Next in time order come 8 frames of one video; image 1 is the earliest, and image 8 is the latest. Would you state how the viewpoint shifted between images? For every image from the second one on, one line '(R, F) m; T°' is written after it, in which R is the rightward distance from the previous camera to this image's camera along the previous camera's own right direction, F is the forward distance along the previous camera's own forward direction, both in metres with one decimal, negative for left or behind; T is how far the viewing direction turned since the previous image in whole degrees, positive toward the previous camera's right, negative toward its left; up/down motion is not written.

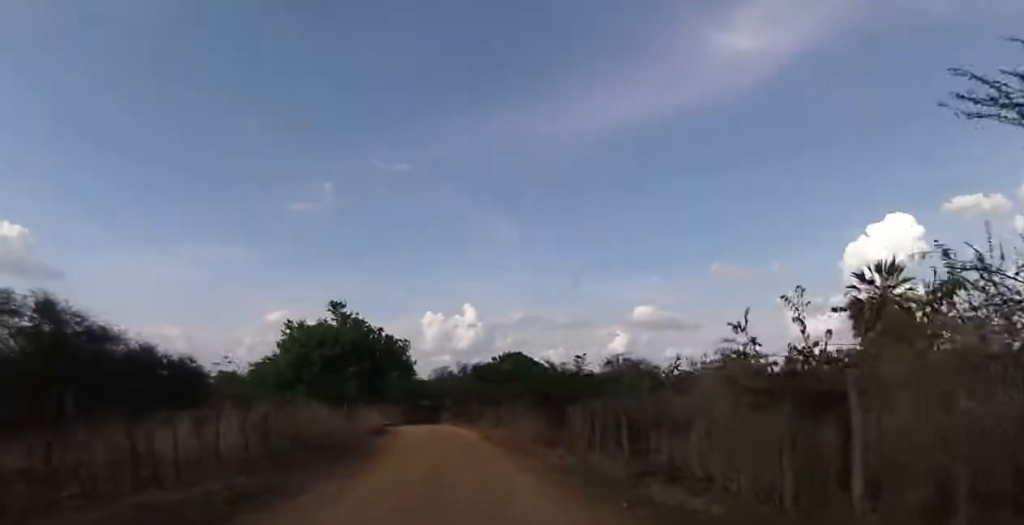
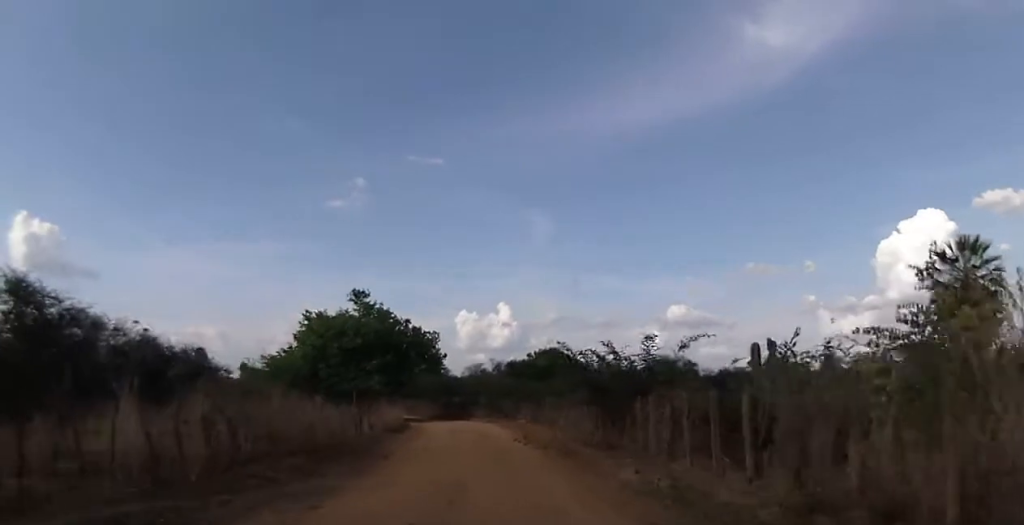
(+0.3, +4.7) m; +3°
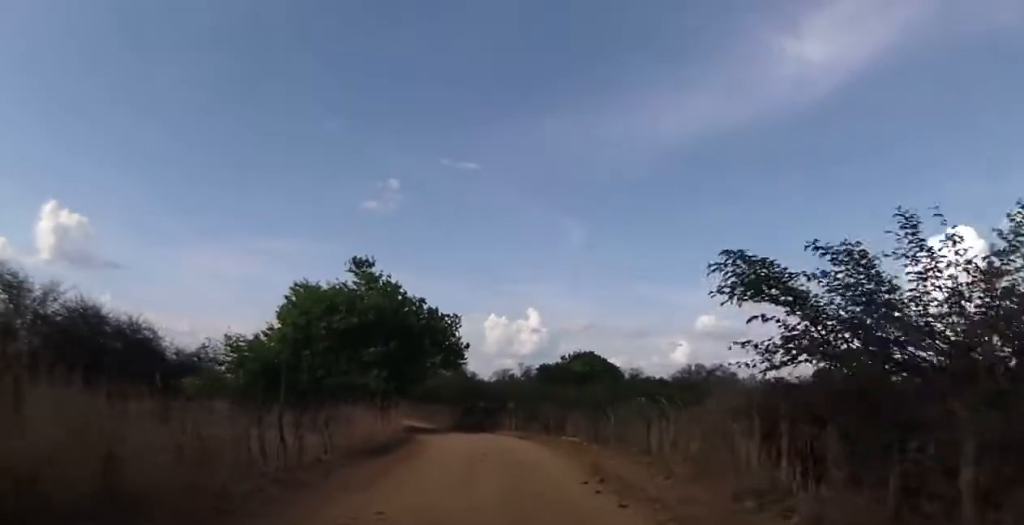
(+0.3, +11.4) m; -6°
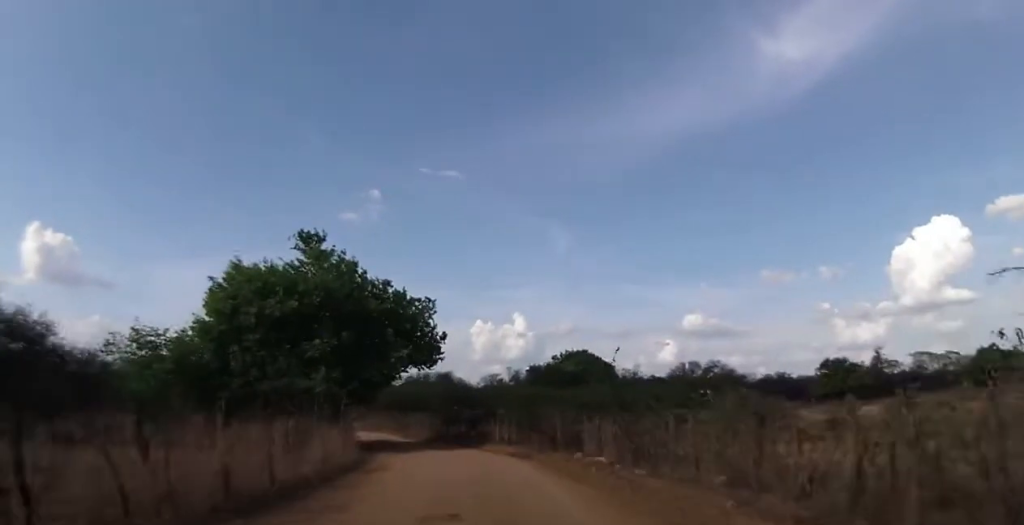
(-1.0, +8.3) m; 0°
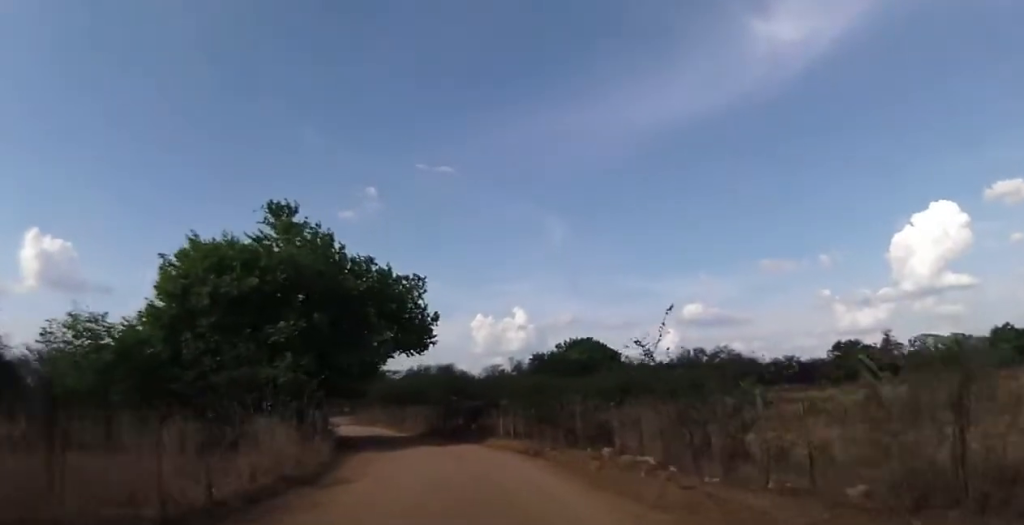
(+0.6, +4.3) m; +2°
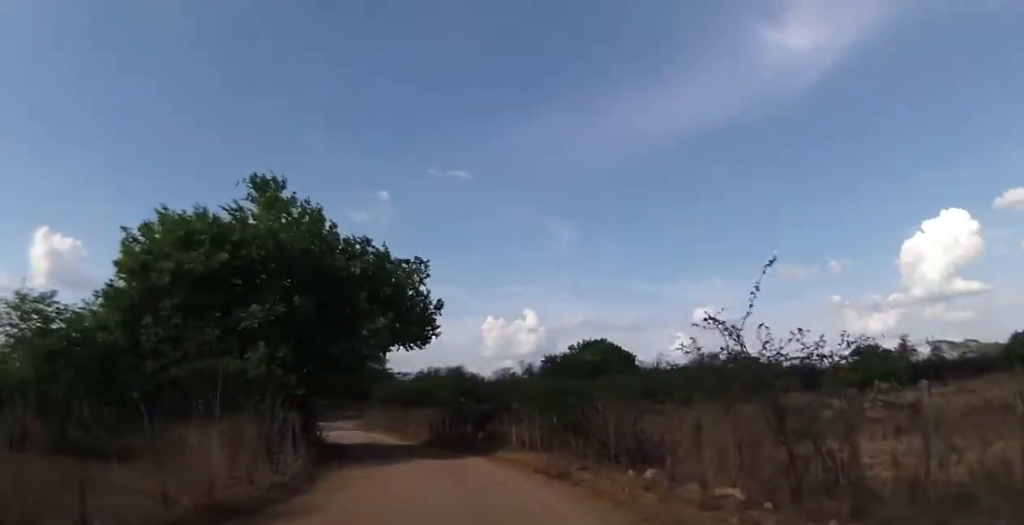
(+0.4, +3.3) m; +2°
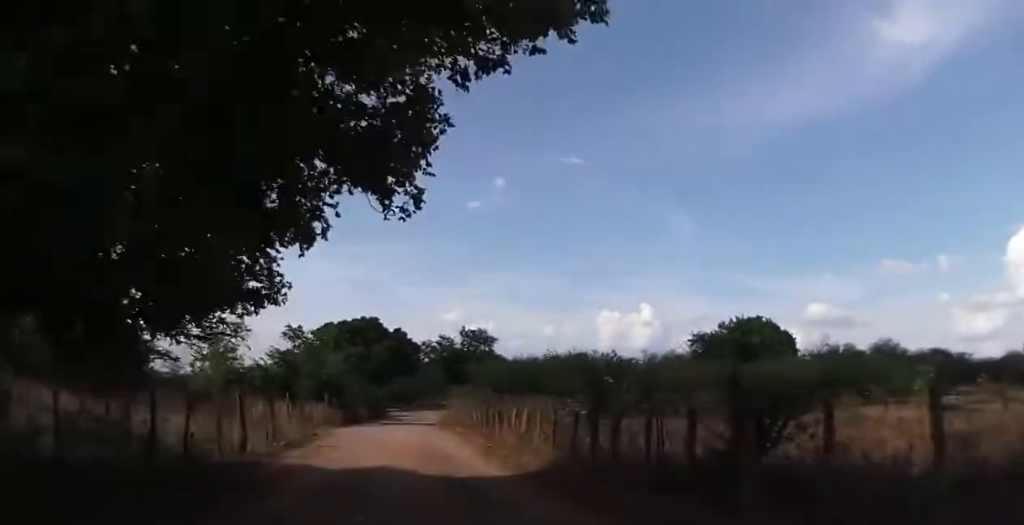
(-2.1, +19.4) m; -11°
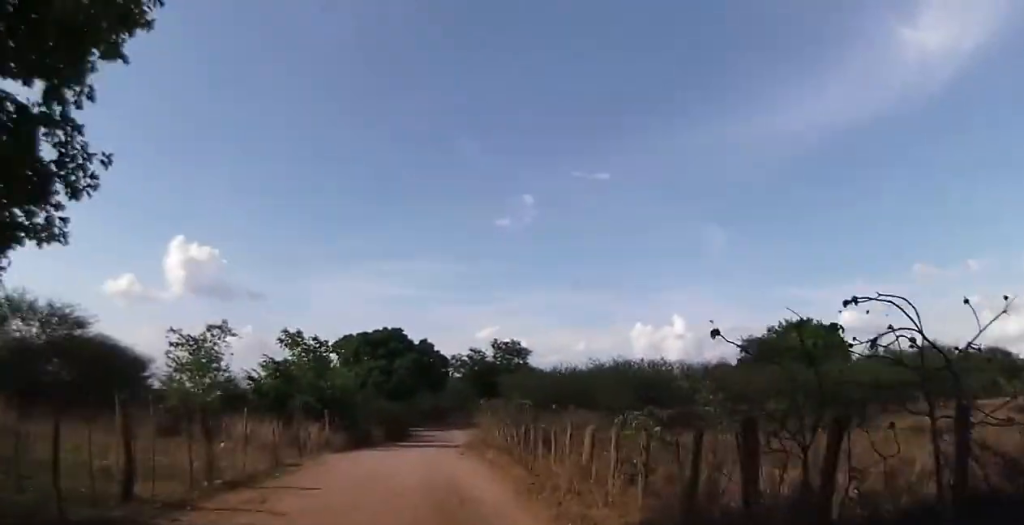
(-0.3, +6.0) m; -2°
